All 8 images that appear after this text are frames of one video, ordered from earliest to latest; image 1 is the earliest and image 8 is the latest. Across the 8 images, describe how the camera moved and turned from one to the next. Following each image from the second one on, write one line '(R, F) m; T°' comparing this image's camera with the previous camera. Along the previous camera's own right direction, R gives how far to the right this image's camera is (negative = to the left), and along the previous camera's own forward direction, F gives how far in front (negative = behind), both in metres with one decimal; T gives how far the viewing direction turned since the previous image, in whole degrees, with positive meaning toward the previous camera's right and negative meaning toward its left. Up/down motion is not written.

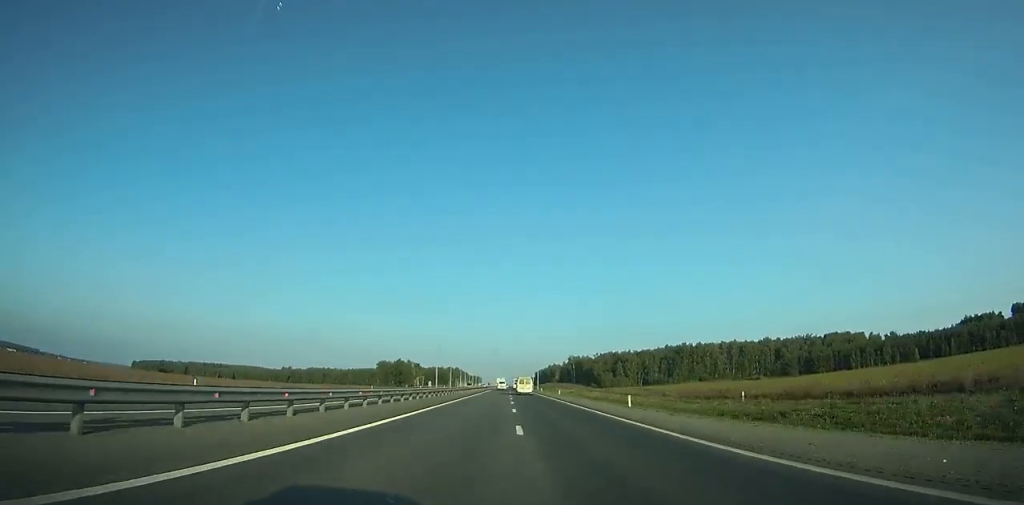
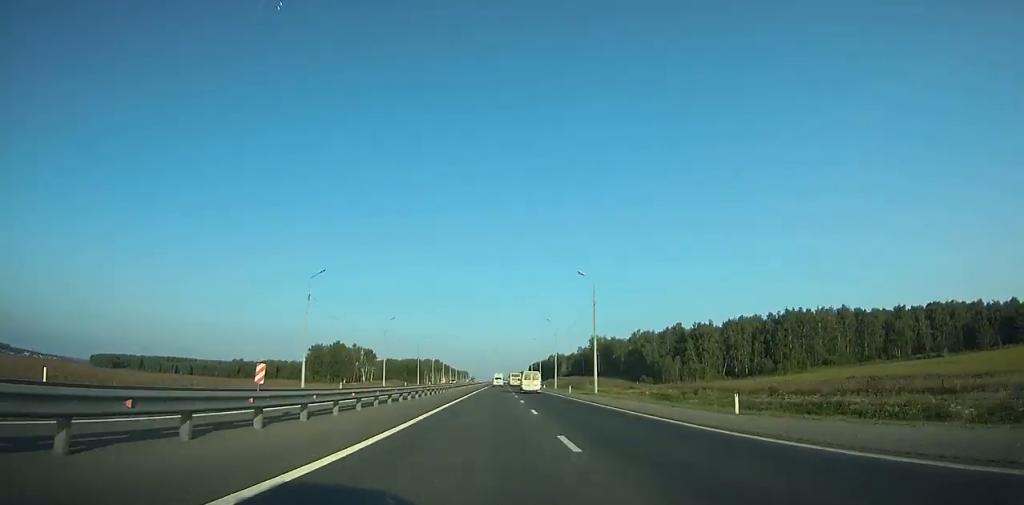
(+1.8, +103.6) m; +1°
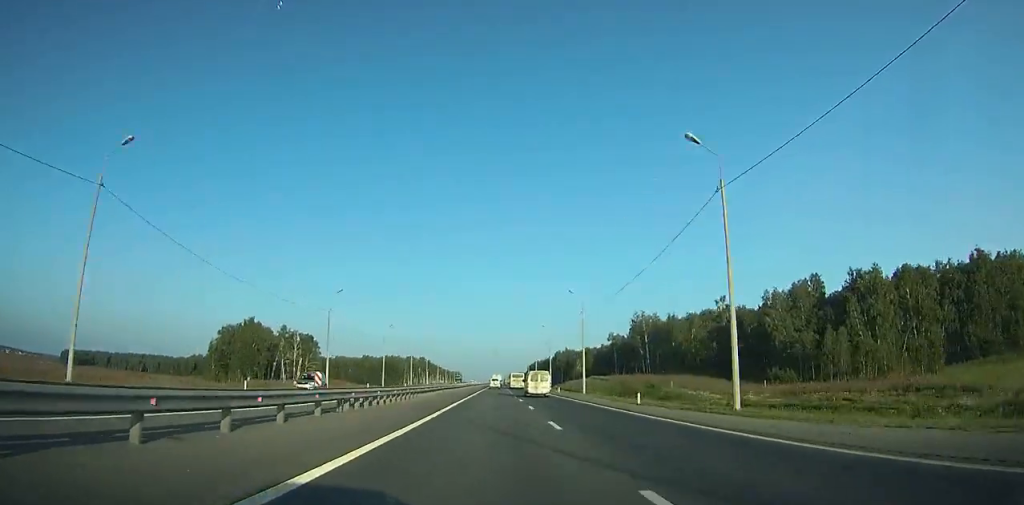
(+1.0, +76.6) m; -2°
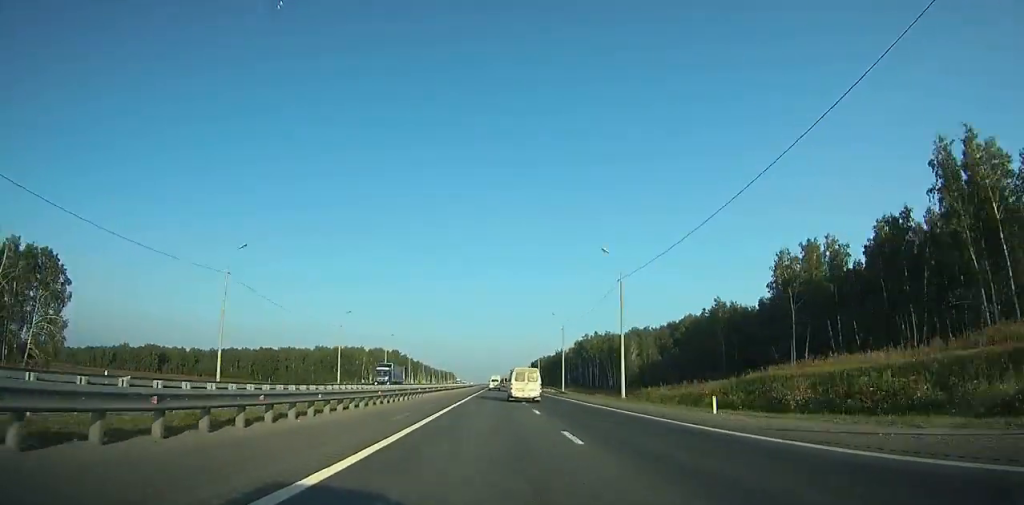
(-4.2, +118.3) m; -1°
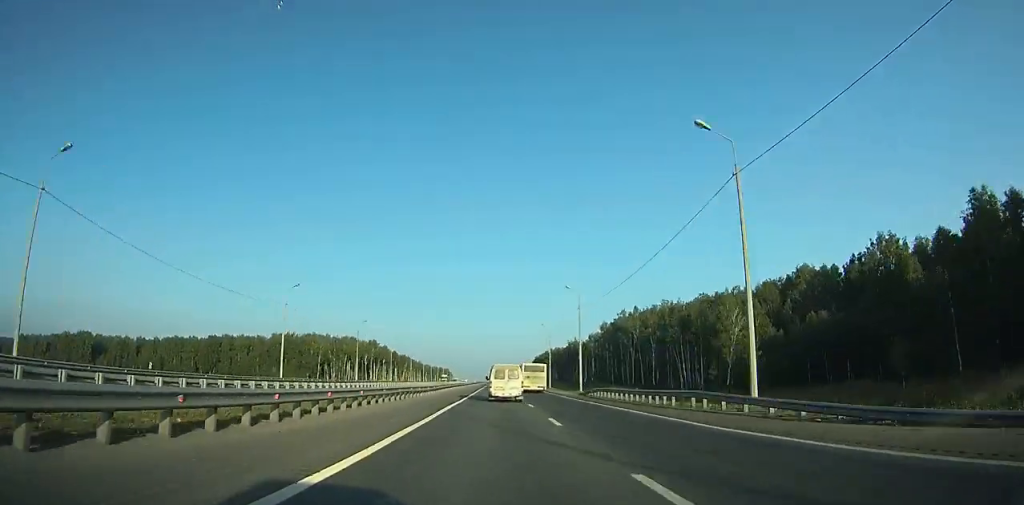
(+1.2, +71.5) m; +1°
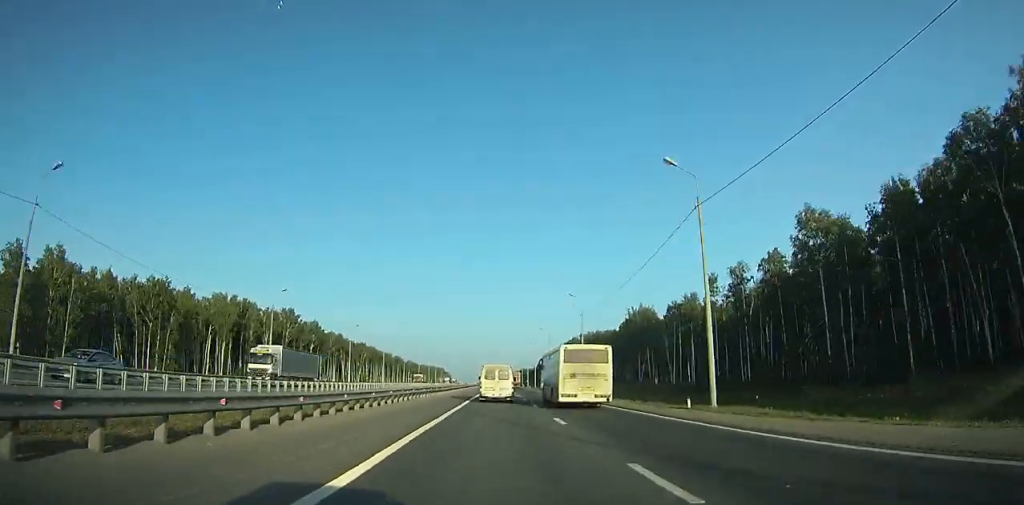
(+0.7, +138.4) m; -3°
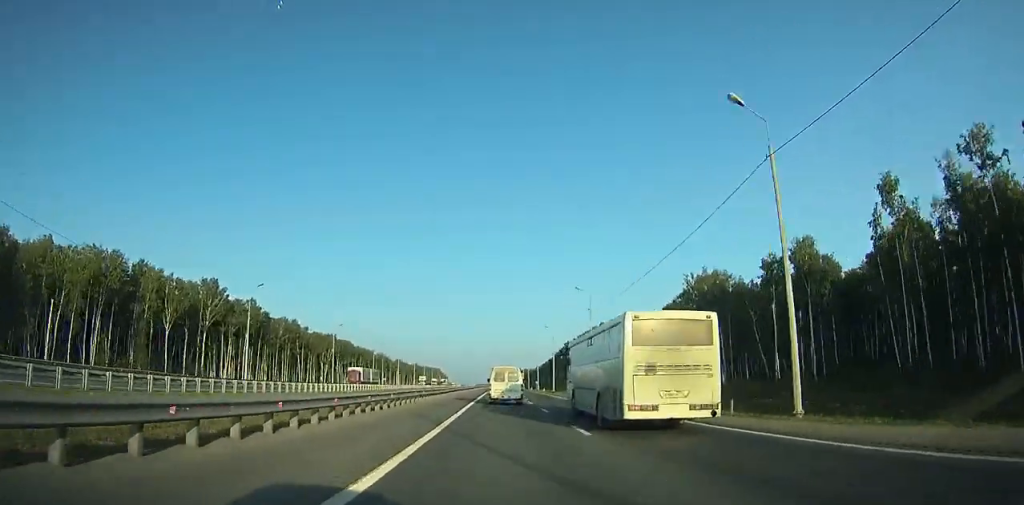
(-2.1, +54.7) m; +1°
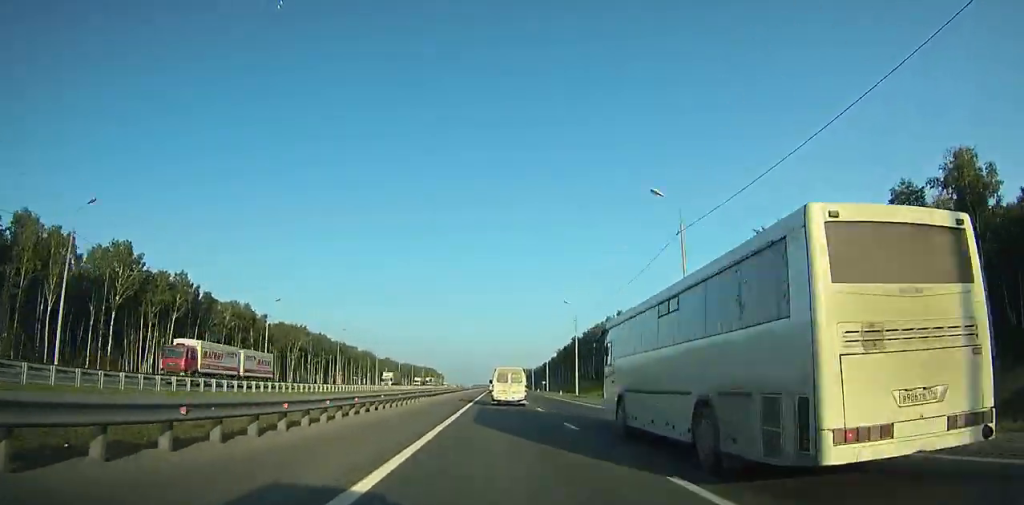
(-3.1, +34.5) m; +1°
